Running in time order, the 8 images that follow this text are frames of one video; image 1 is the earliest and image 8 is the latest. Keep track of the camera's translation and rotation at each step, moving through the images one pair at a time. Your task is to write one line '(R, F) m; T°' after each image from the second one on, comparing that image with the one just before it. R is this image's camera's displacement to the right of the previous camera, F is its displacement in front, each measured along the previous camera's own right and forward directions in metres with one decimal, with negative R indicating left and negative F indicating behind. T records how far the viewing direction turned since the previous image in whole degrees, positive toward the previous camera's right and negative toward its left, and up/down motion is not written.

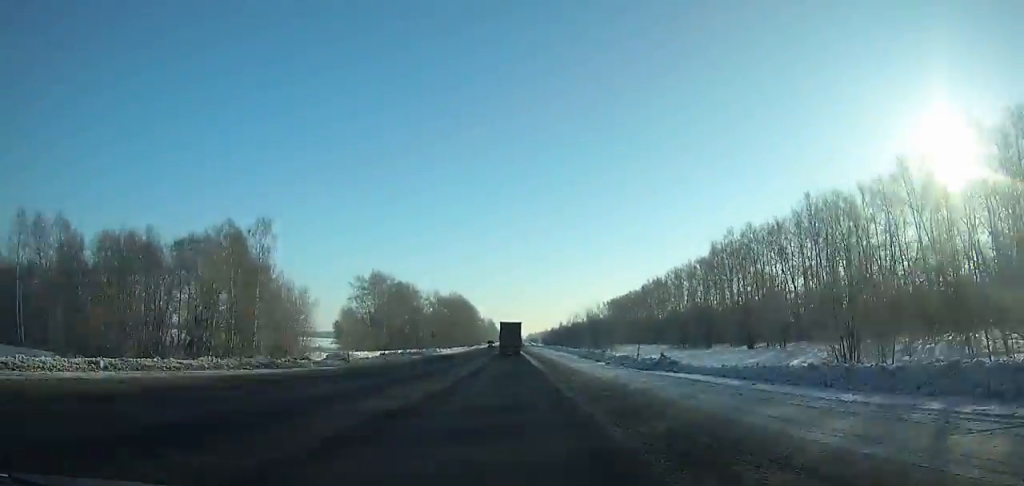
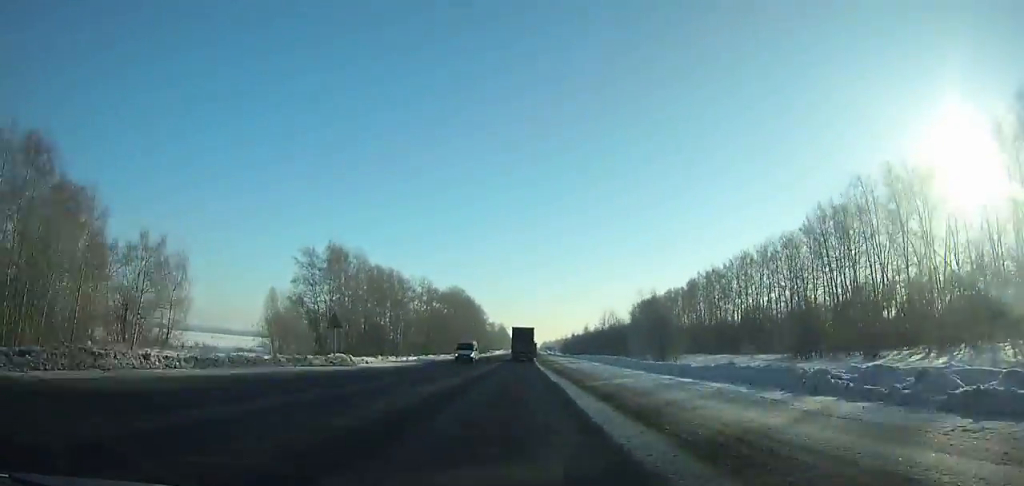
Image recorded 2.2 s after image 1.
(-0.5, +49.0) m; 0°
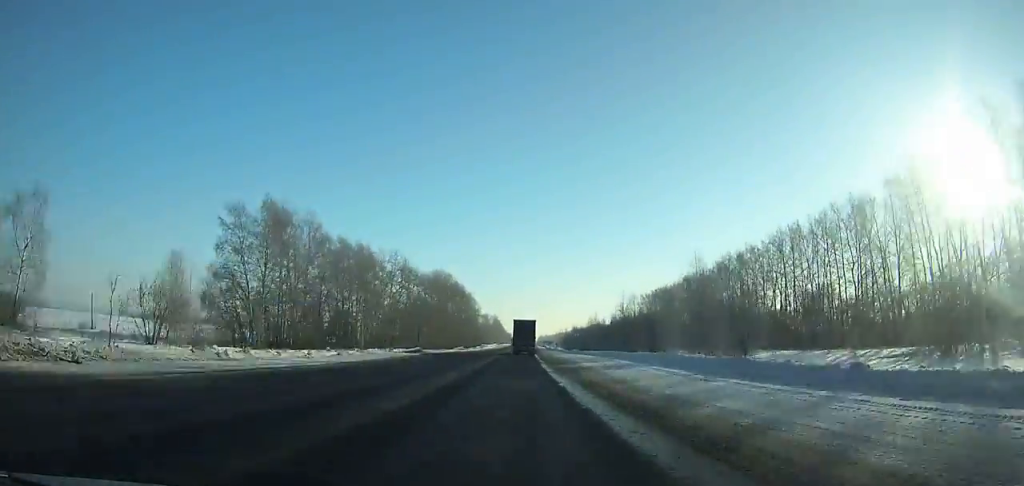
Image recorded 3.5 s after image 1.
(-0.3, +29.0) m; 0°
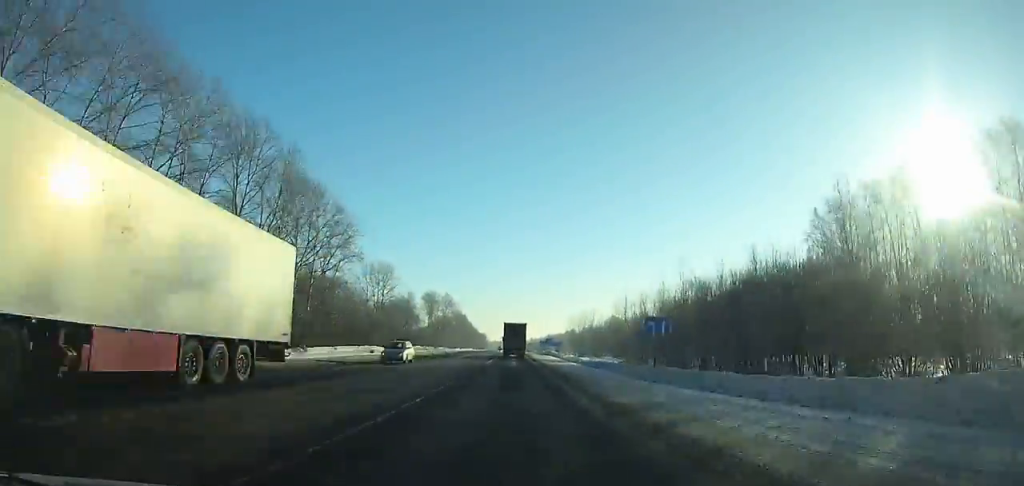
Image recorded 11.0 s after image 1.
(+2.8, +168.3) m; +1°
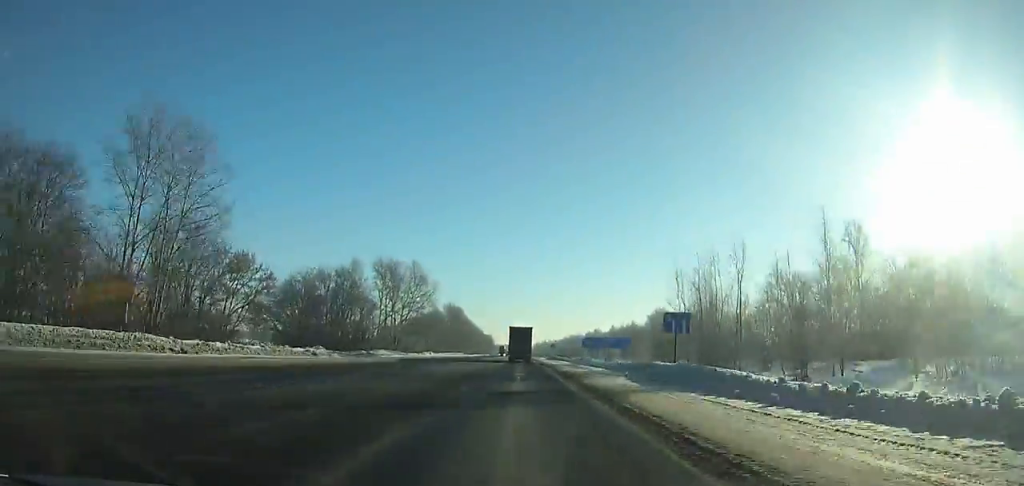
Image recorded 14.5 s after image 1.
(0.0, +79.3) m; 0°
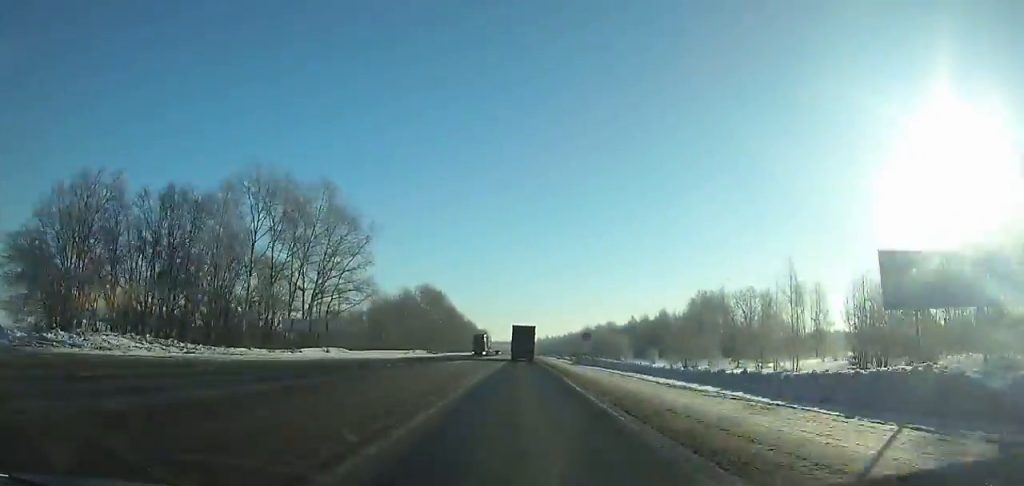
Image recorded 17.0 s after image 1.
(0.0, +57.0) m; 0°
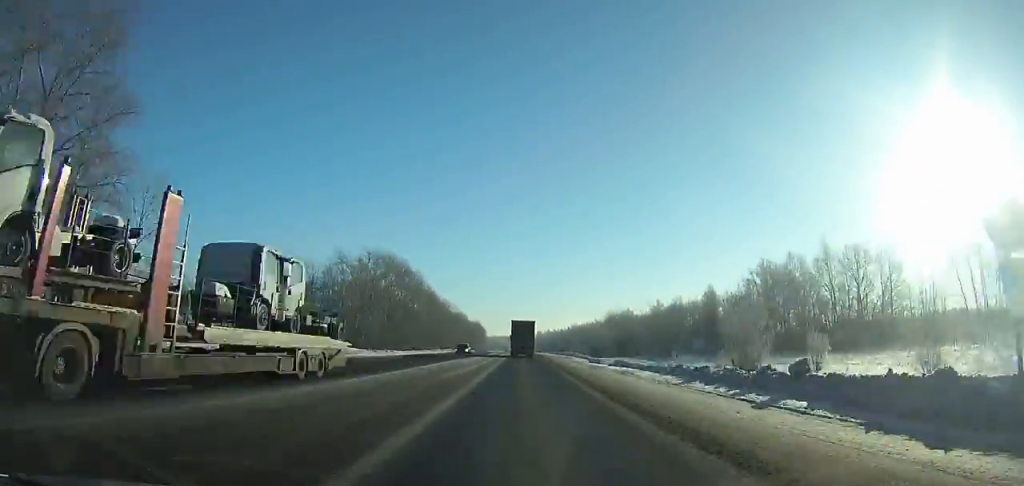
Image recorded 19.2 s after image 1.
(-0.1, +50.2) m; 0°
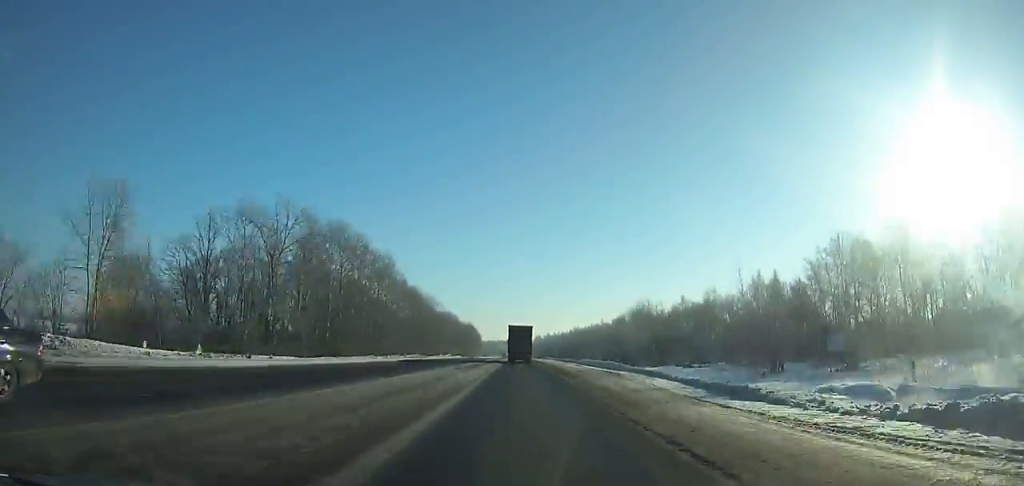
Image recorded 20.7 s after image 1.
(-0.1, +34.3) m; 0°
